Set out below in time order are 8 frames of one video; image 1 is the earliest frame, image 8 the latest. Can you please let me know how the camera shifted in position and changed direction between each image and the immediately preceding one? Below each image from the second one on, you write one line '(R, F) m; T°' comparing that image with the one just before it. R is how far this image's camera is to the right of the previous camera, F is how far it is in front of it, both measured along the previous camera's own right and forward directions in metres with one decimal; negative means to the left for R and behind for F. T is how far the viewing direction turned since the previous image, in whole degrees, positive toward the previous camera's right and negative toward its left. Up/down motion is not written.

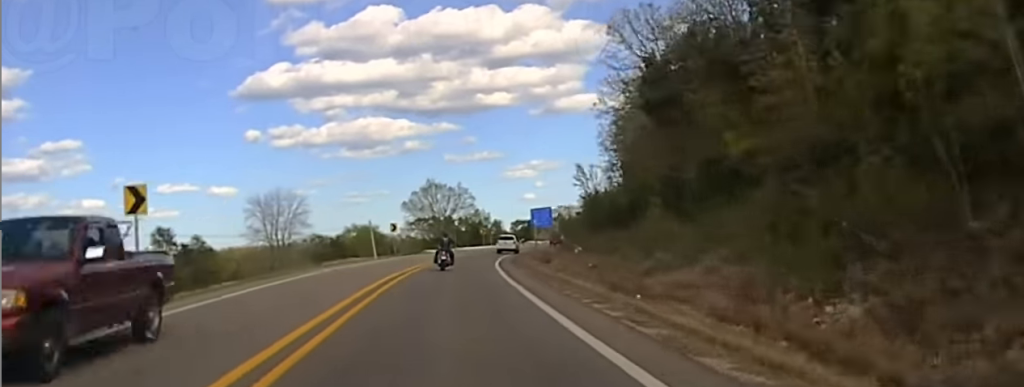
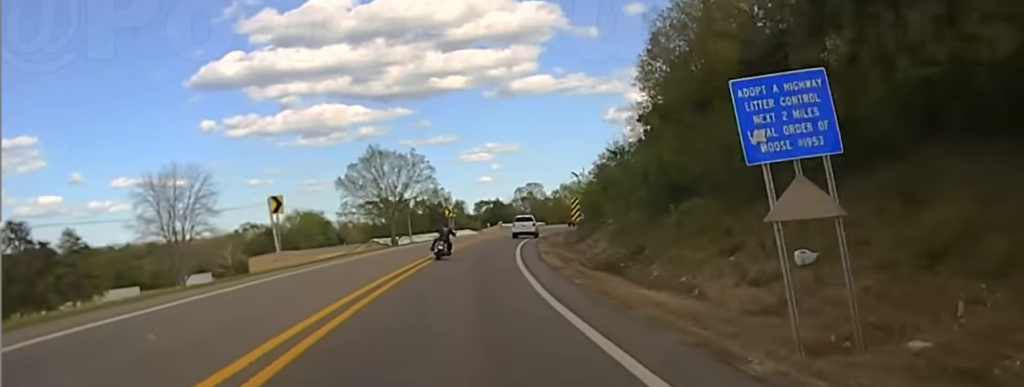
(0.0, +39.7) m; 0°
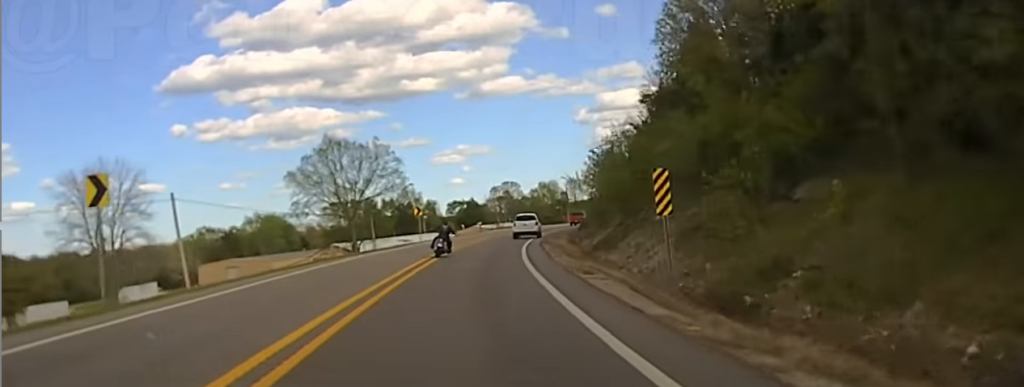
(0.0, +17.0) m; 0°
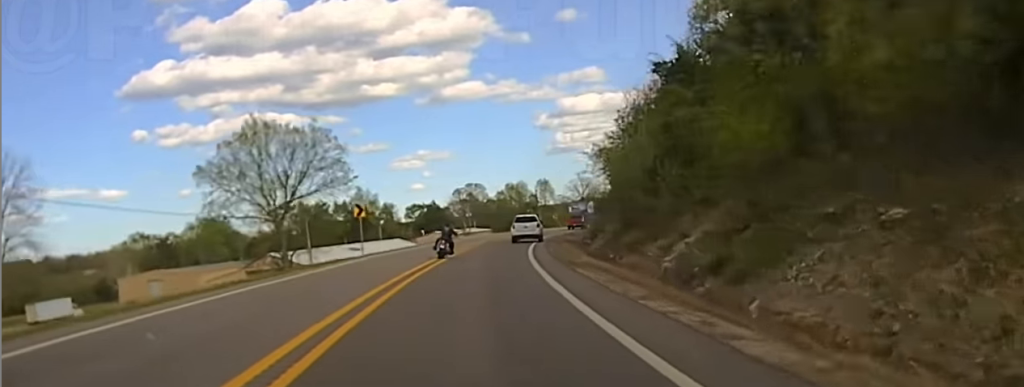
(0.0, +20.7) m; 0°
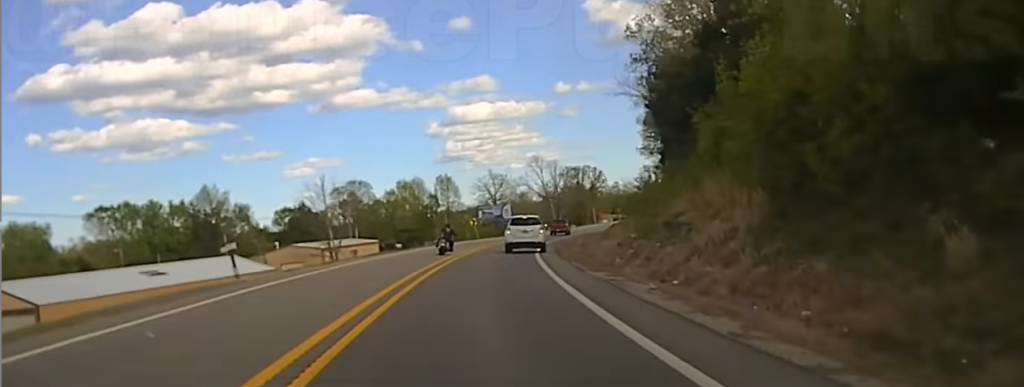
(+3.1, +46.6) m; +11°
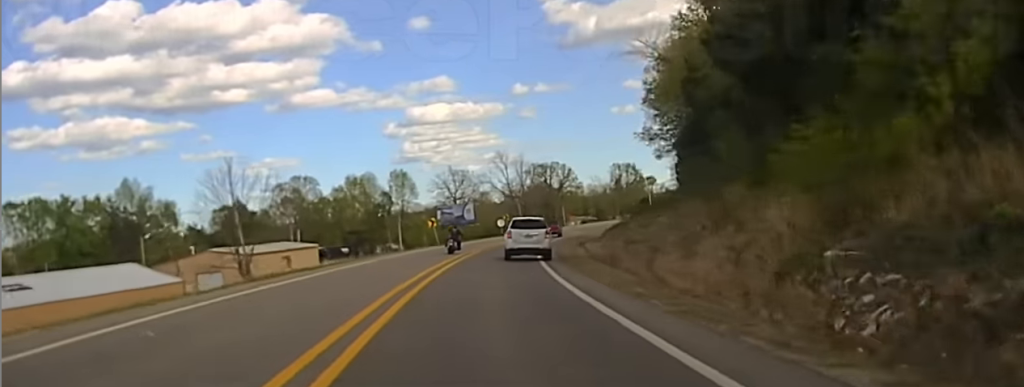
(+1.1, +17.2) m; +5°
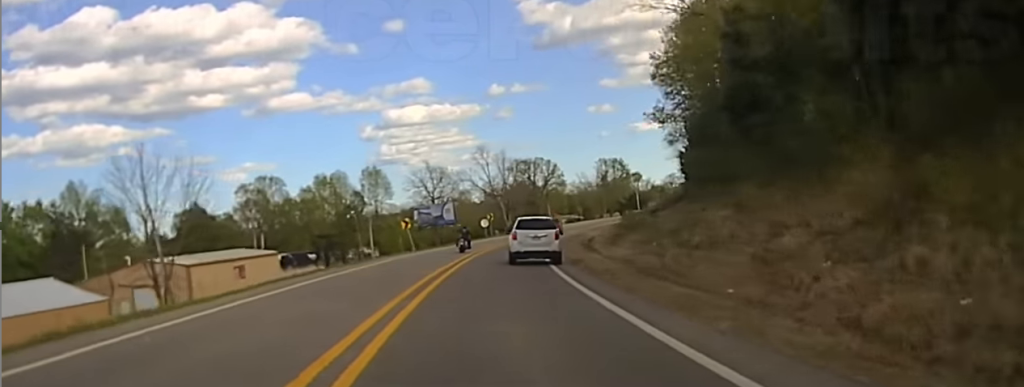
(+0.3, +12.0) m; +2°
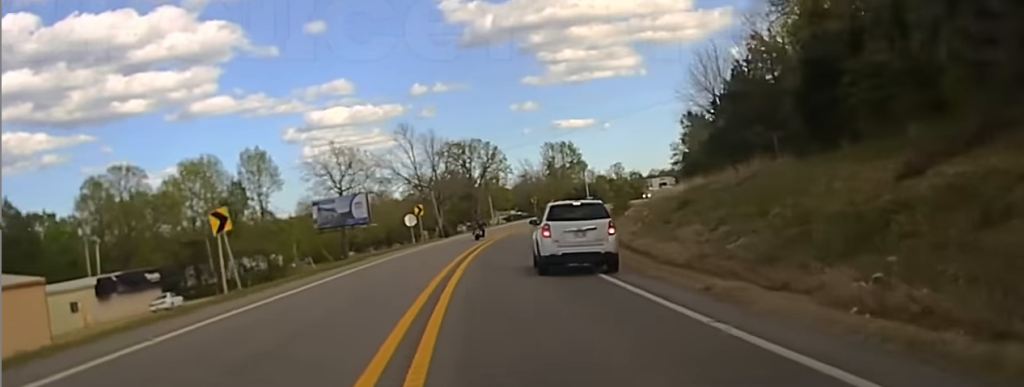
(+1.2, +35.3) m; +4°
